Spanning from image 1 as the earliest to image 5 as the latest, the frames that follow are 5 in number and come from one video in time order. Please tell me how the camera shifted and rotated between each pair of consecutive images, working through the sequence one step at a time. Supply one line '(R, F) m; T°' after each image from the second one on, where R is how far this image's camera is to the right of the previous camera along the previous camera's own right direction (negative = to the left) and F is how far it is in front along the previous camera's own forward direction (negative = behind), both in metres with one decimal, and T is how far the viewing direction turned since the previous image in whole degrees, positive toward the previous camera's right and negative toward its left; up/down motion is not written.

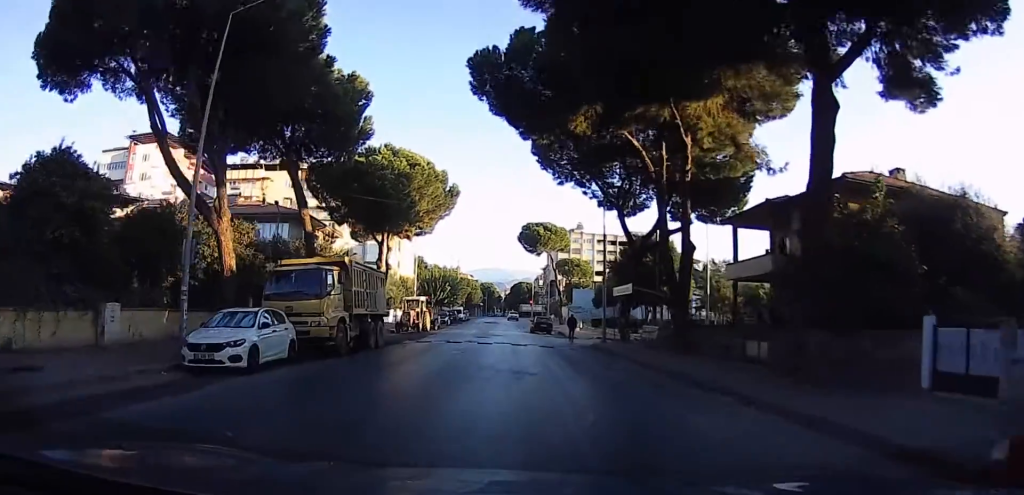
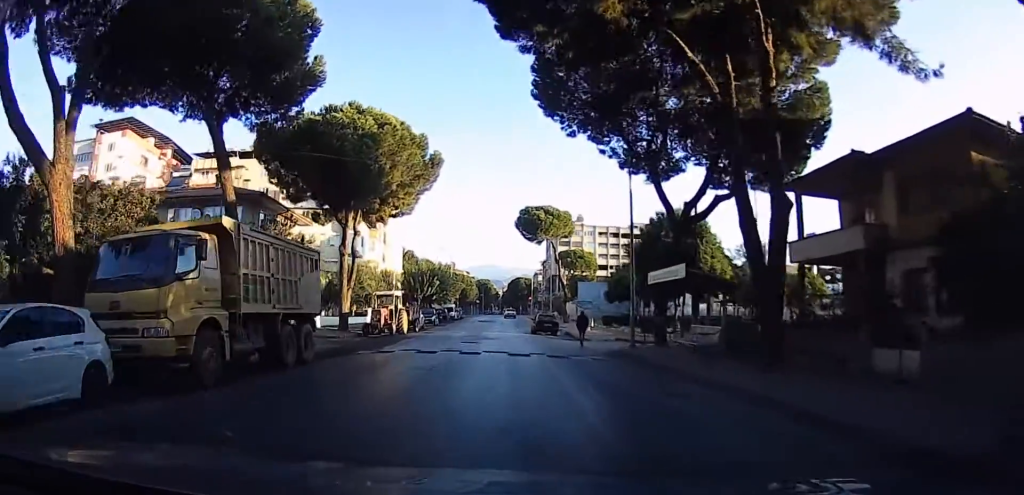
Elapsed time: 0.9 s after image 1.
(-0.2, +8.7) m; -1°
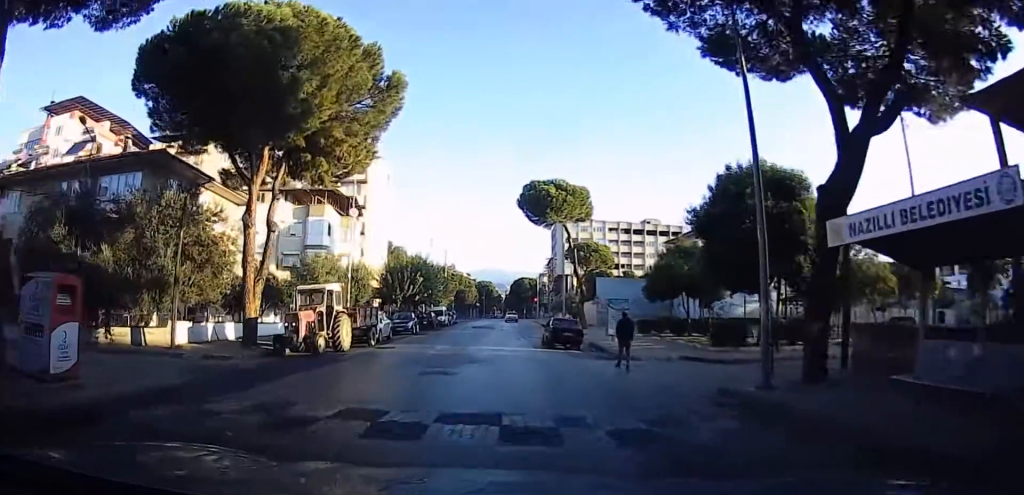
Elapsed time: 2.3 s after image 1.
(-0.1, +13.2) m; 0°
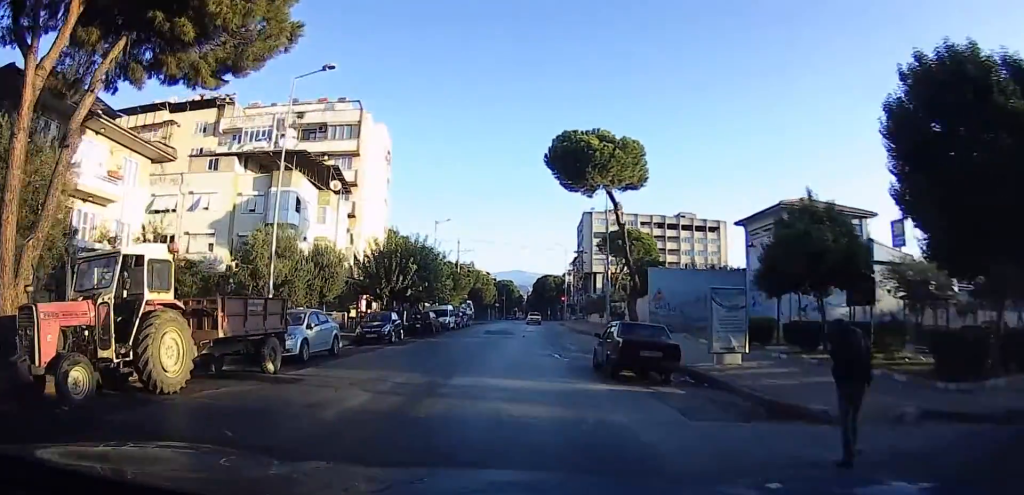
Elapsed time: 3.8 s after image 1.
(-0.1, +13.4) m; -2°
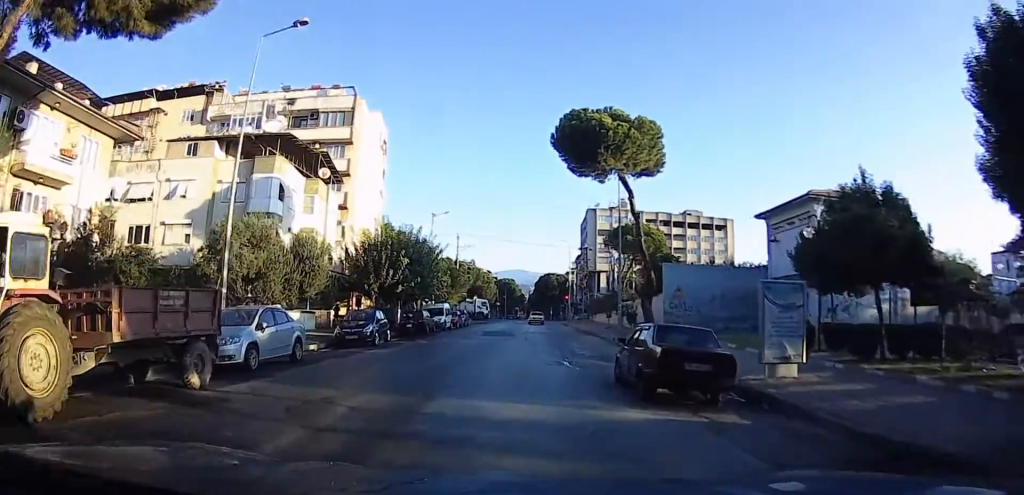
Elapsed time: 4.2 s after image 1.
(0.0, +3.7) m; -1°
